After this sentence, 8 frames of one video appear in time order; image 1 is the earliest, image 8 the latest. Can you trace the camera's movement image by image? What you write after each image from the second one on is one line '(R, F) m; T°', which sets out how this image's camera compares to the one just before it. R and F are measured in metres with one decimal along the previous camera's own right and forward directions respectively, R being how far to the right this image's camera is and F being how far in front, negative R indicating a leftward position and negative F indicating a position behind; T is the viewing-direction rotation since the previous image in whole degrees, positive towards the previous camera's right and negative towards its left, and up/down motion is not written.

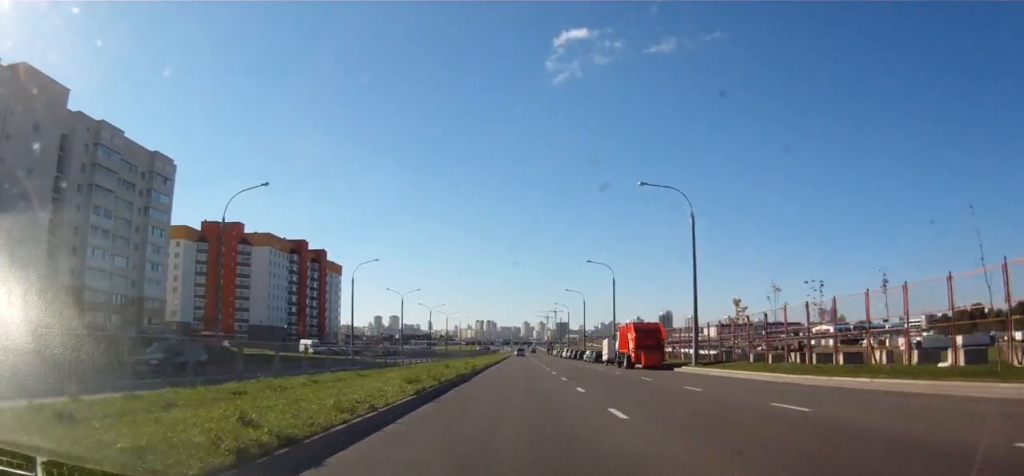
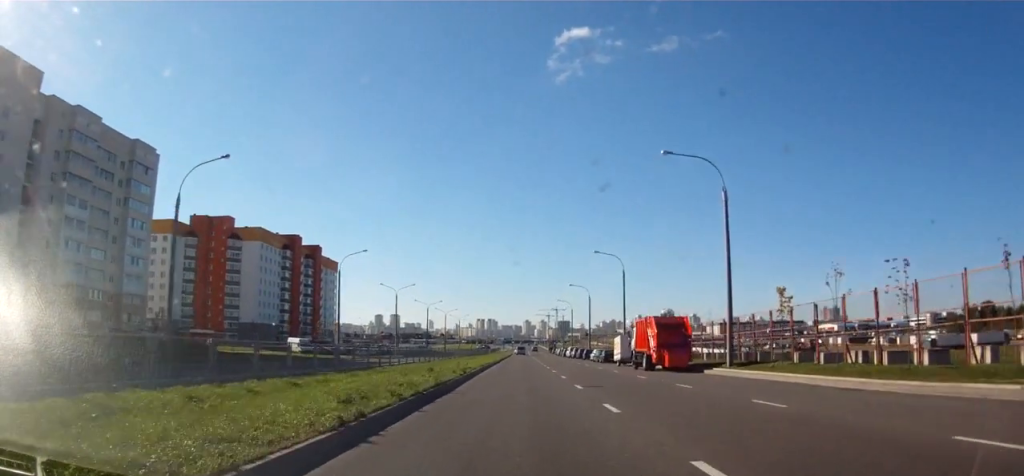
(-0.2, +6.7) m; -1°
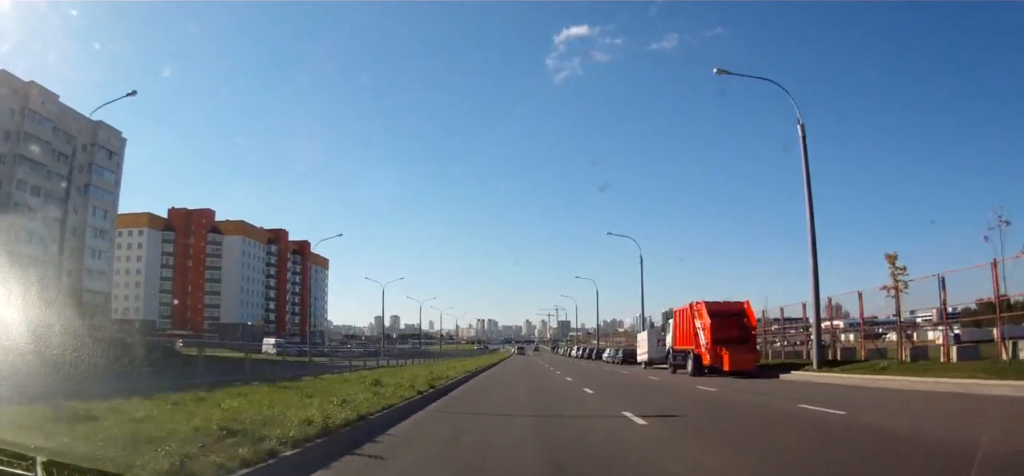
(-0.2, +10.7) m; -1°
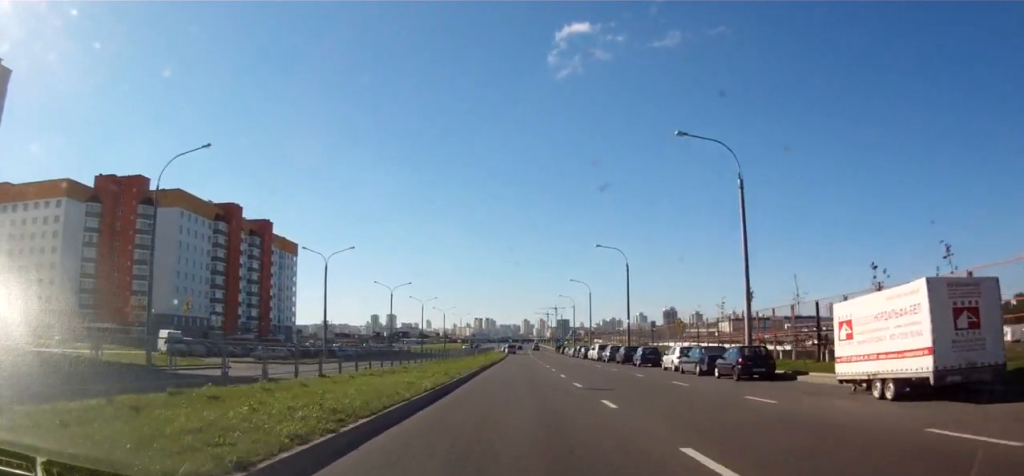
(+0.4, +28.8) m; +2°
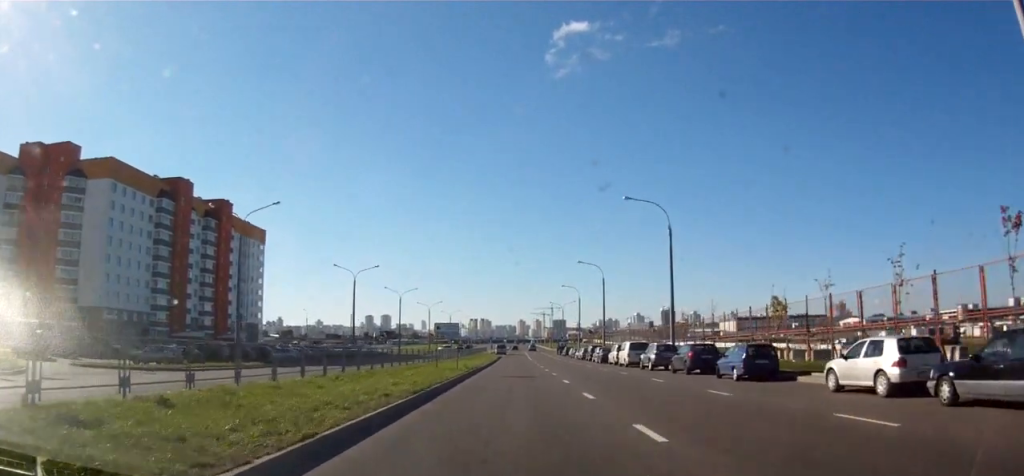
(+0.1, +21.8) m; 0°
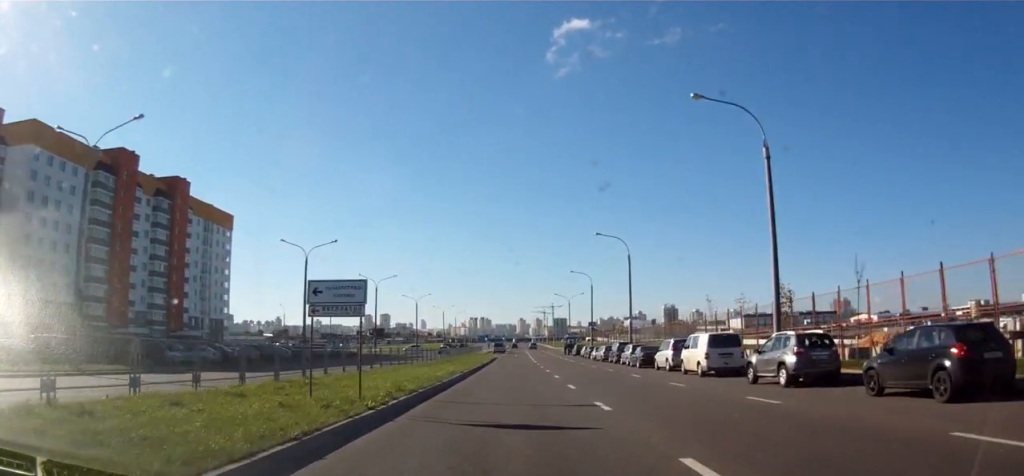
(+0.2, +19.6) m; +1°
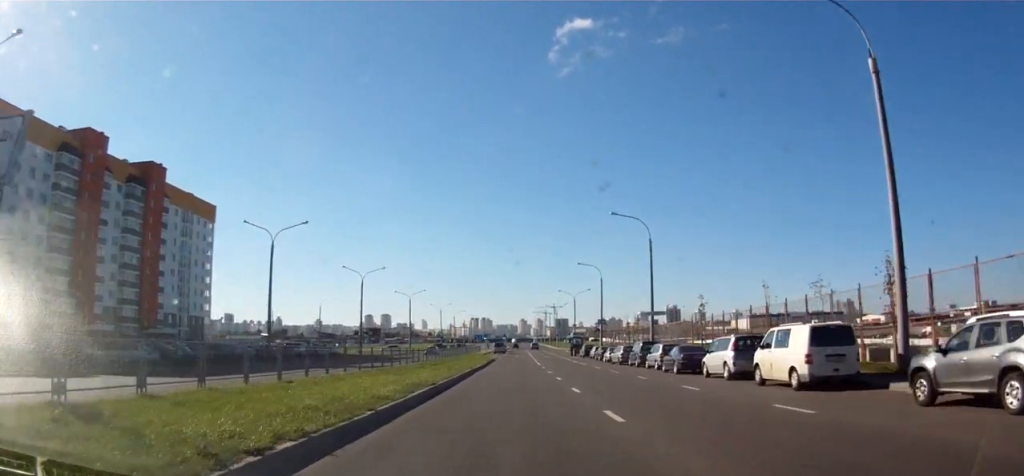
(+0.3, +9.7) m; -1°
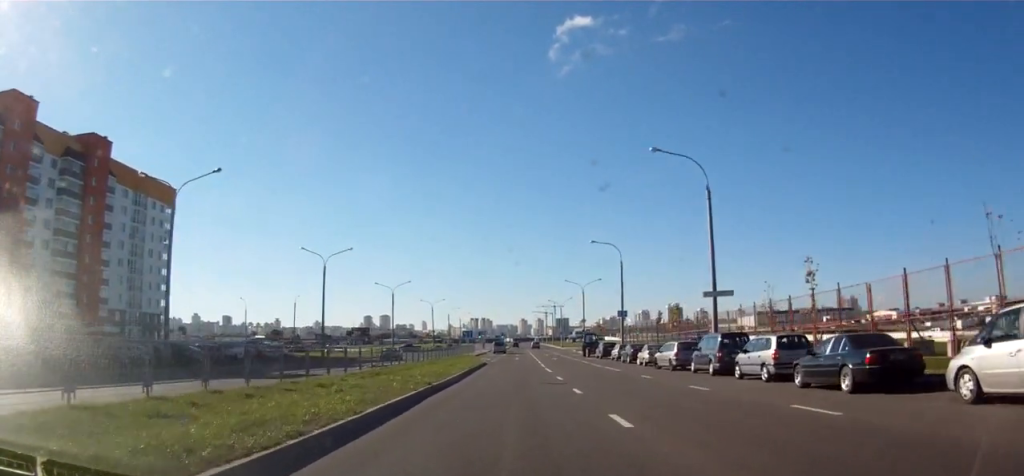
(-0.7, +17.4) m; -2°
